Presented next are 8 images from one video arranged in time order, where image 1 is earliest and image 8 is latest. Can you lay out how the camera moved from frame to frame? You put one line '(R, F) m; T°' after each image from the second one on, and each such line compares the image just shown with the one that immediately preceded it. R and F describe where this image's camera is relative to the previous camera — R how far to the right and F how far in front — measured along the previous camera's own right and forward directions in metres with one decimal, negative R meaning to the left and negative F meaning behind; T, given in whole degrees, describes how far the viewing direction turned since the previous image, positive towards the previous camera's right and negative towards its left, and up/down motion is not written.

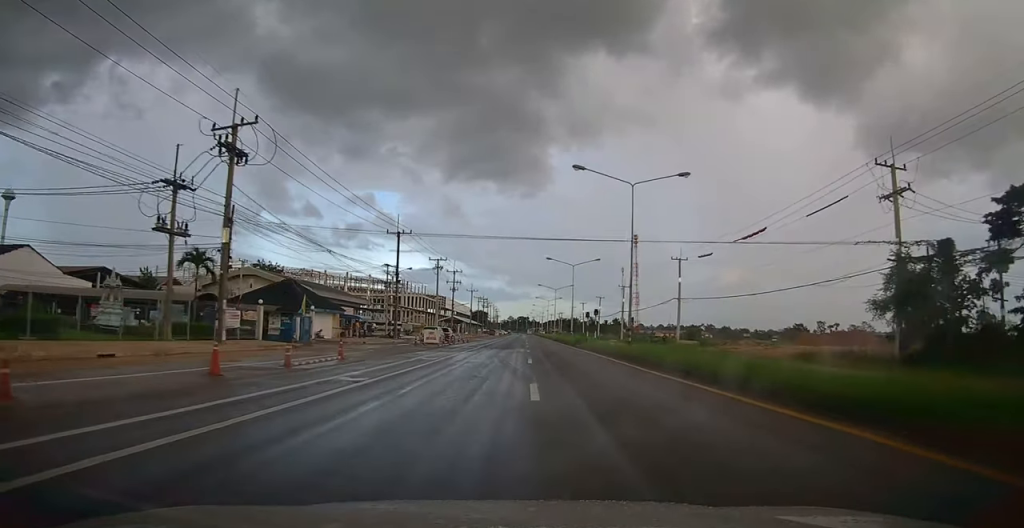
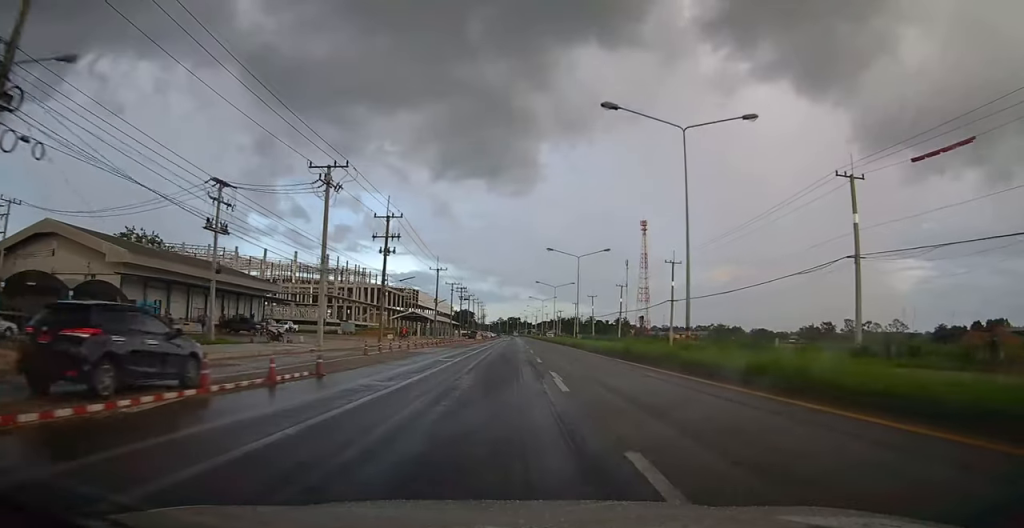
(+0.3, +45.8) m; +1°
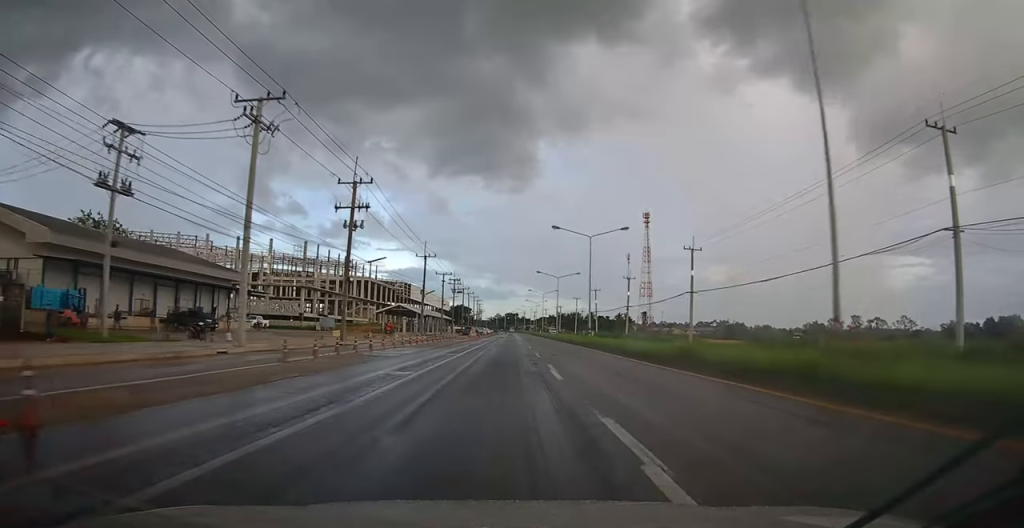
(0.0, +10.1) m; +1°
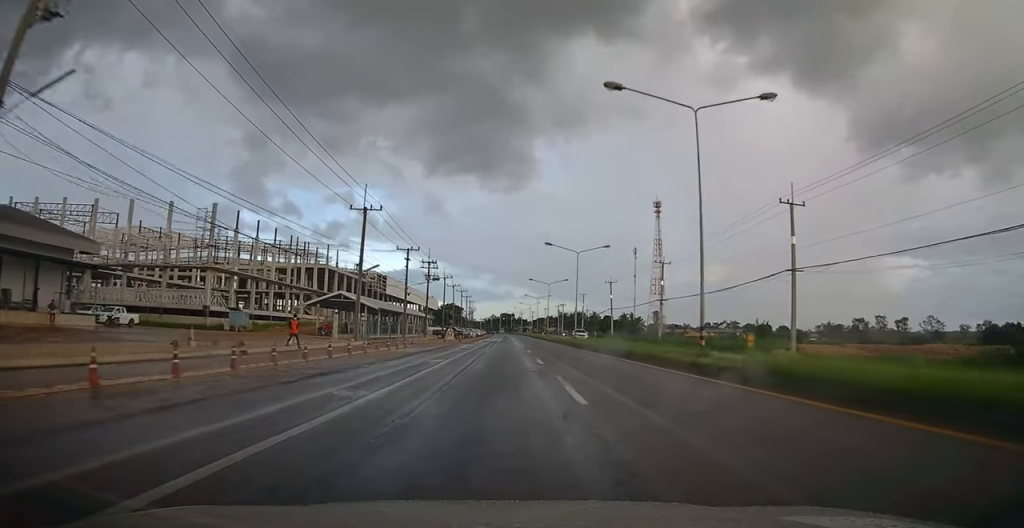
(+0.7, +28.3) m; +1°
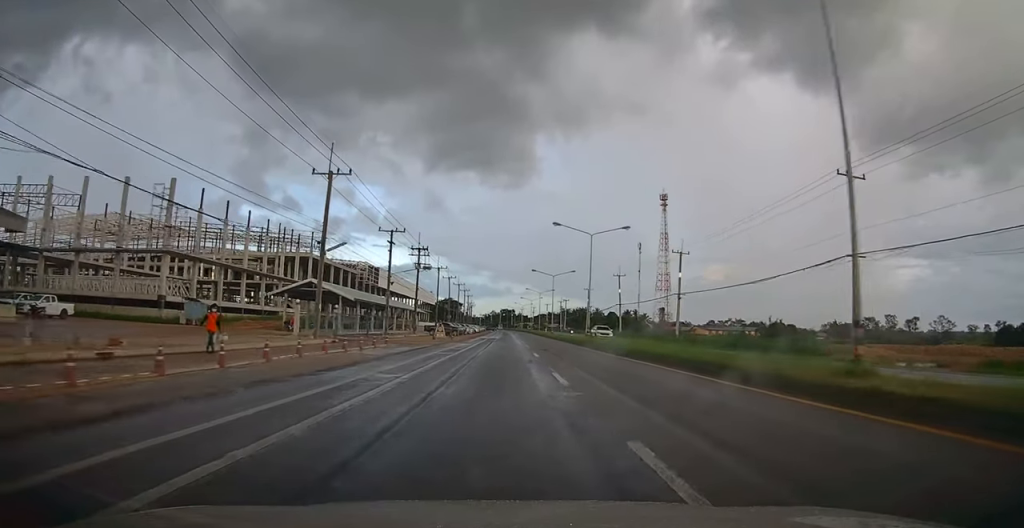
(+0.1, +8.9) m; 0°
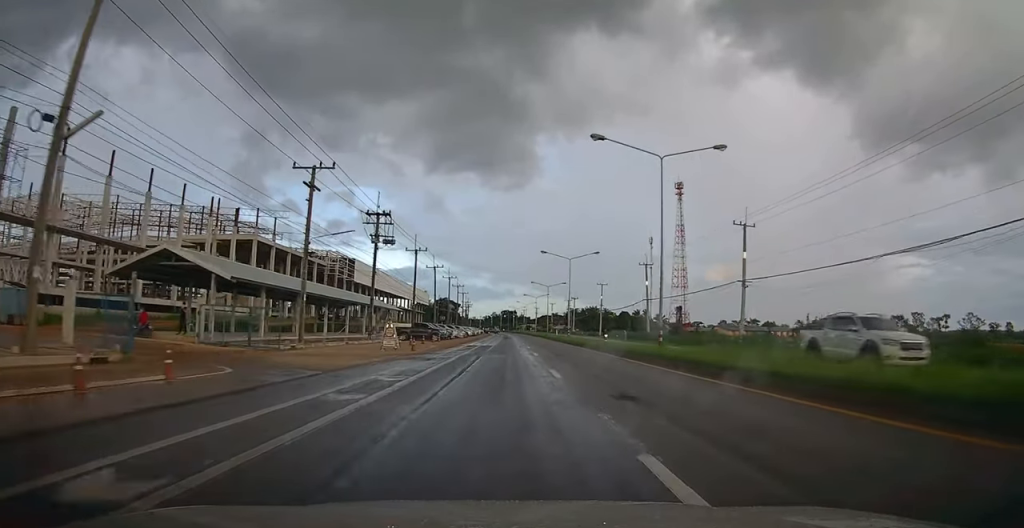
(-0.9, +21.8) m; -1°
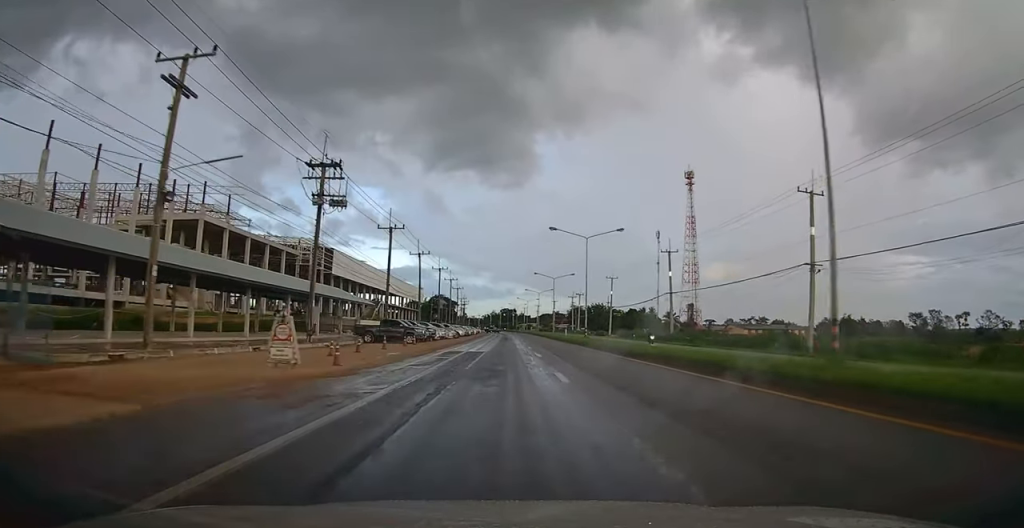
(+0.5, +13.8) m; 0°
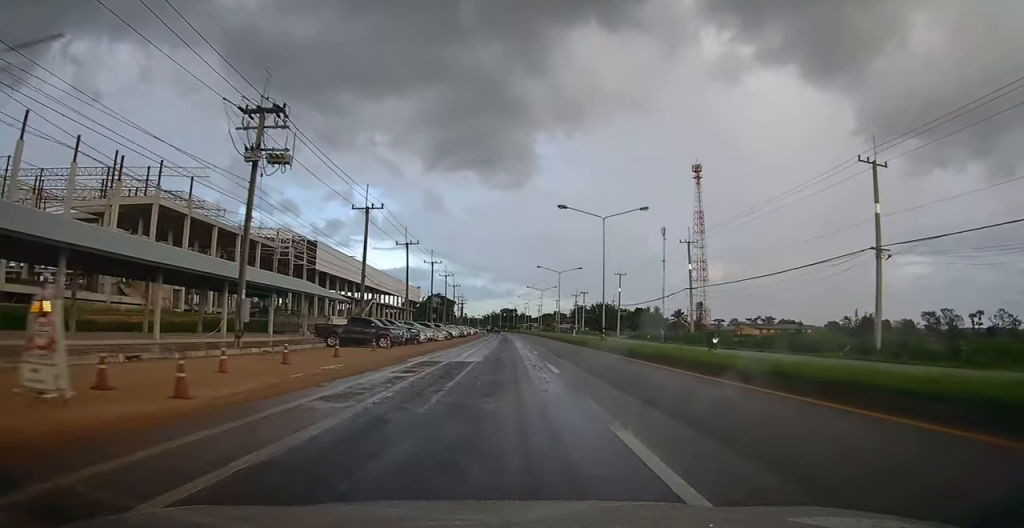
(-0.2, +8.5) m; 0°
